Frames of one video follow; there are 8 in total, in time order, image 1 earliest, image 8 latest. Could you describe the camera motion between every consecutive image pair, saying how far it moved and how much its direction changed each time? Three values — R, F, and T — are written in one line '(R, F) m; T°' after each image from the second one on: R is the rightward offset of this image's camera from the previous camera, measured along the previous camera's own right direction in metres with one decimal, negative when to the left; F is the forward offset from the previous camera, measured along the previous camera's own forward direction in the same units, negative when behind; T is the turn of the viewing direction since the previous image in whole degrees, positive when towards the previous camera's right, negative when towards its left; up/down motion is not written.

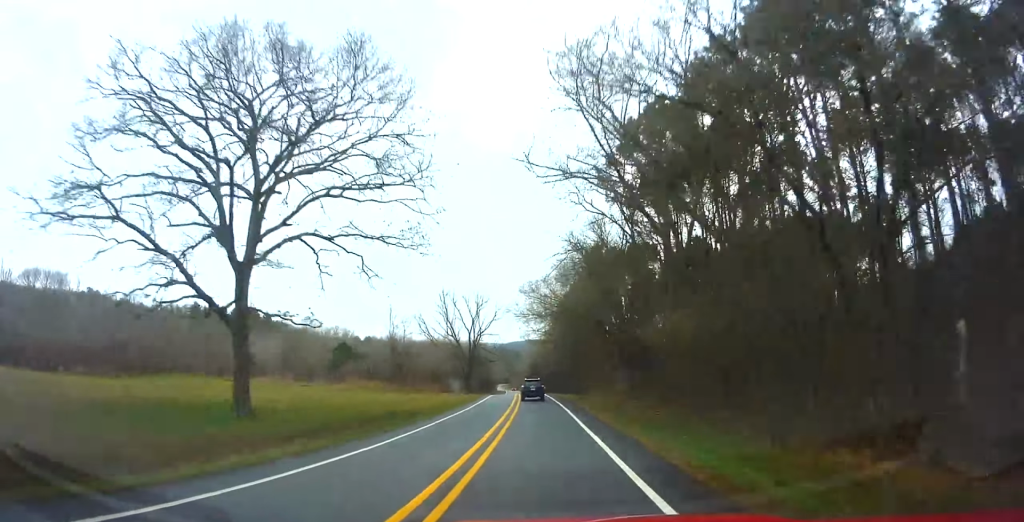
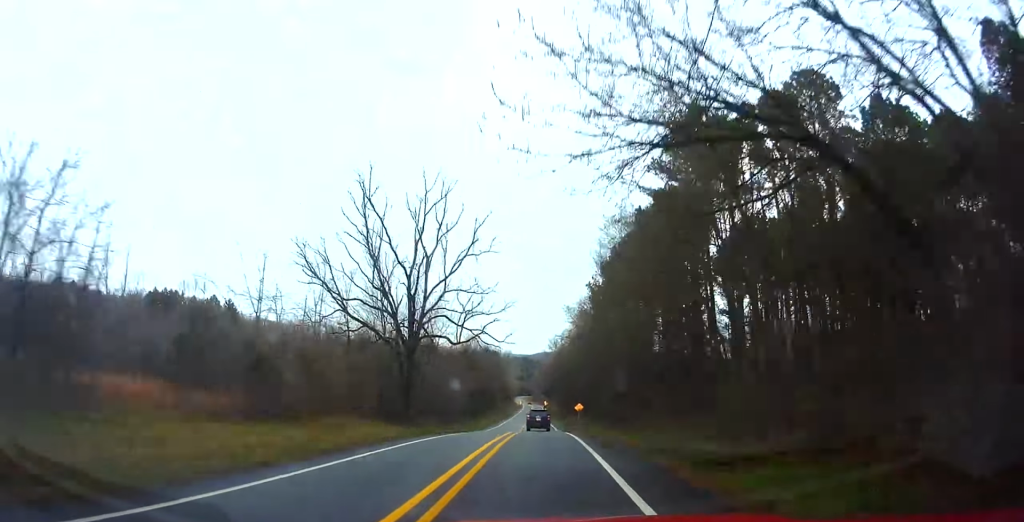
(-0.5, +56.3) m; -2°
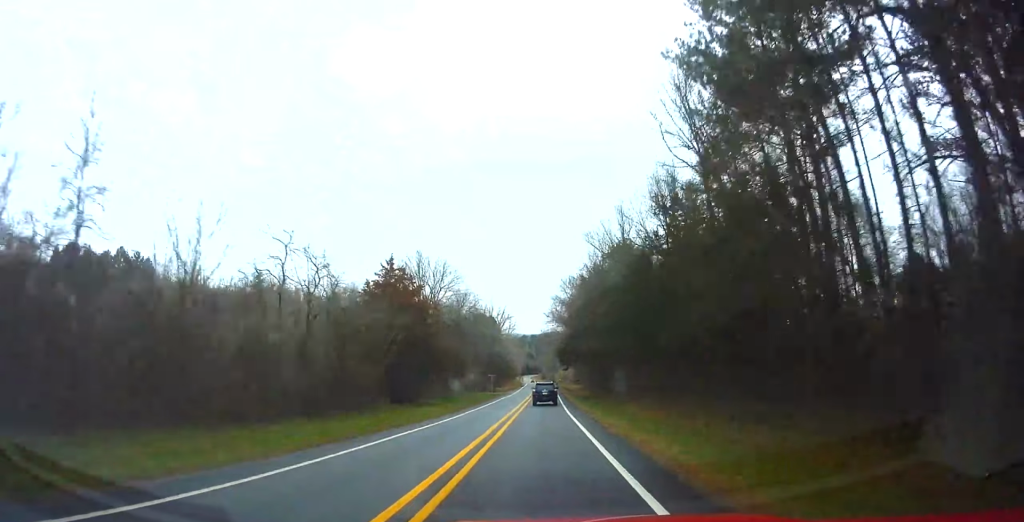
(-1.3, +60.4) m; -1°
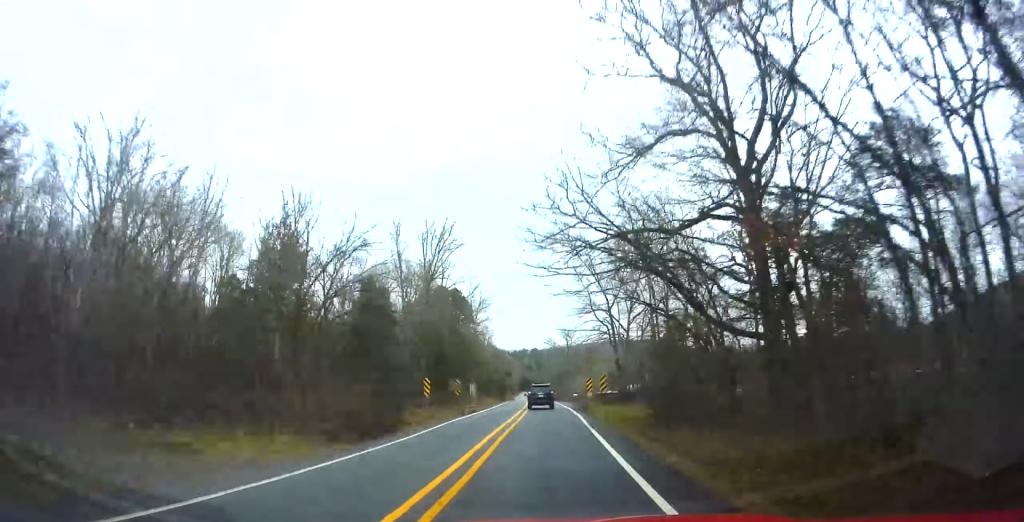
(-0.3, +84.8) m; -1°
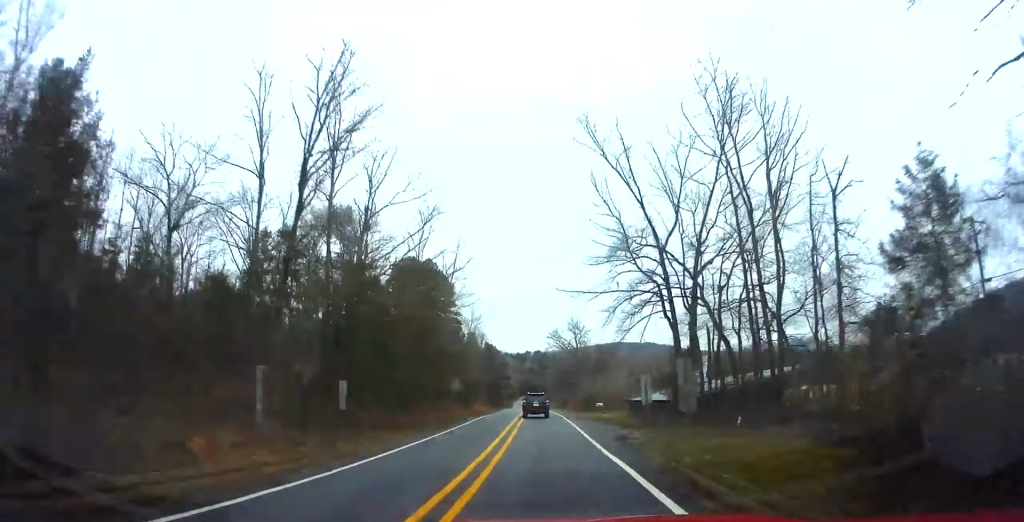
(-0.3, +33.1) m; -1°
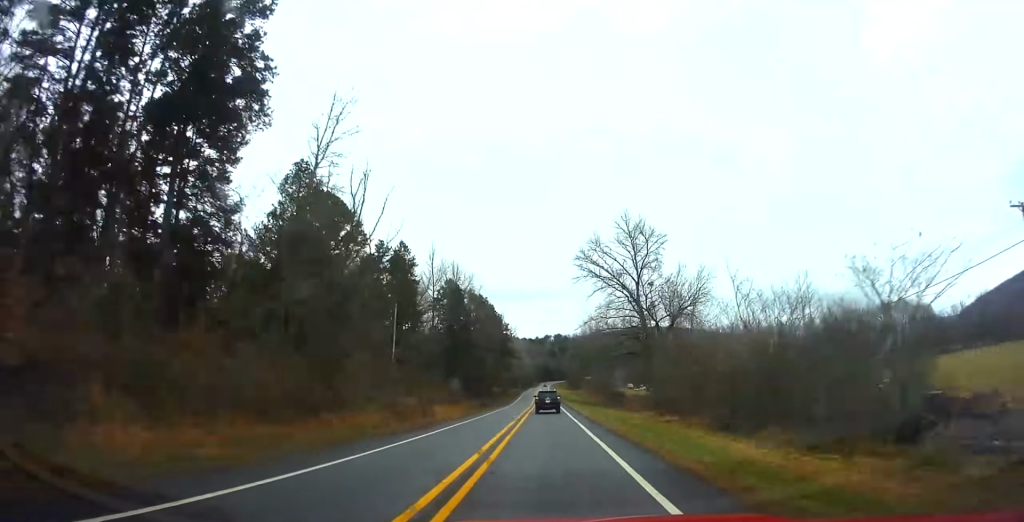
(-0.9, +82.7) m; -1°
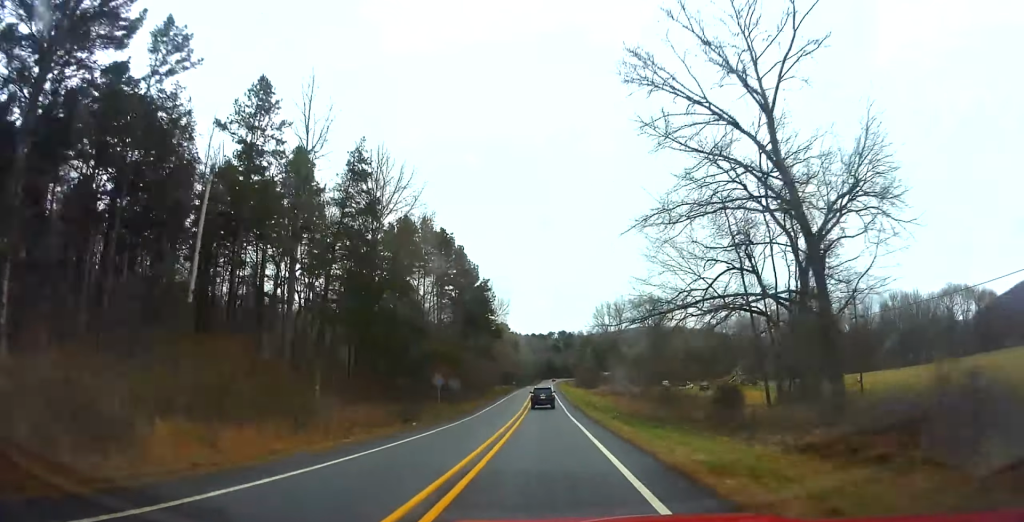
(-0.4, +47.2) m; -1°
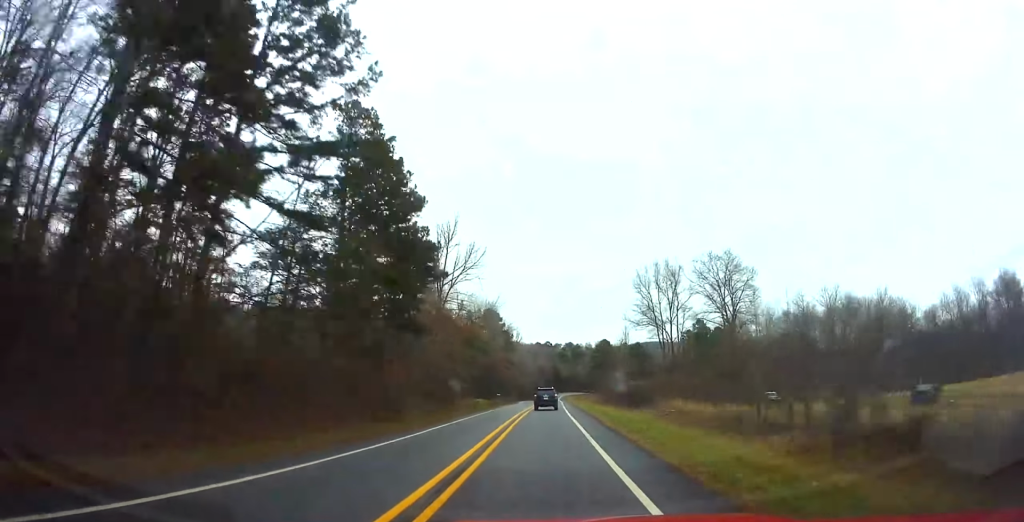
(-0.6, +56.7) m; -1°
